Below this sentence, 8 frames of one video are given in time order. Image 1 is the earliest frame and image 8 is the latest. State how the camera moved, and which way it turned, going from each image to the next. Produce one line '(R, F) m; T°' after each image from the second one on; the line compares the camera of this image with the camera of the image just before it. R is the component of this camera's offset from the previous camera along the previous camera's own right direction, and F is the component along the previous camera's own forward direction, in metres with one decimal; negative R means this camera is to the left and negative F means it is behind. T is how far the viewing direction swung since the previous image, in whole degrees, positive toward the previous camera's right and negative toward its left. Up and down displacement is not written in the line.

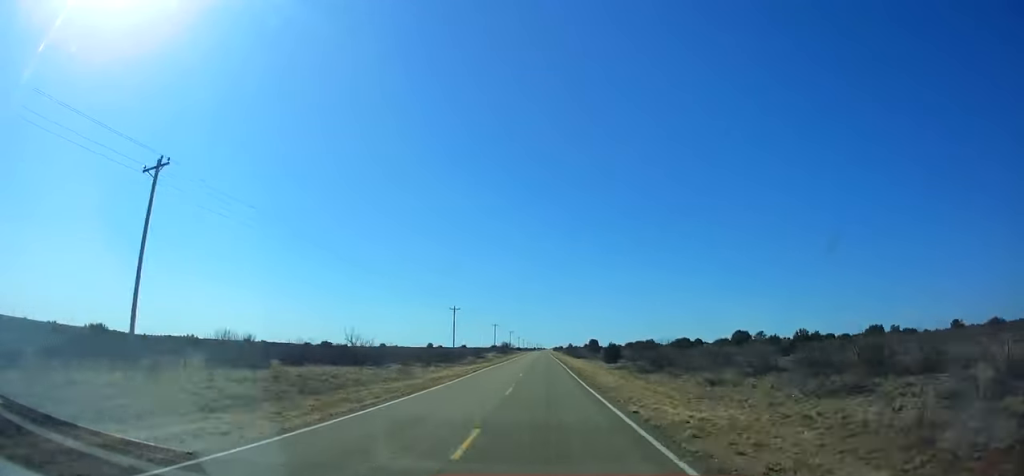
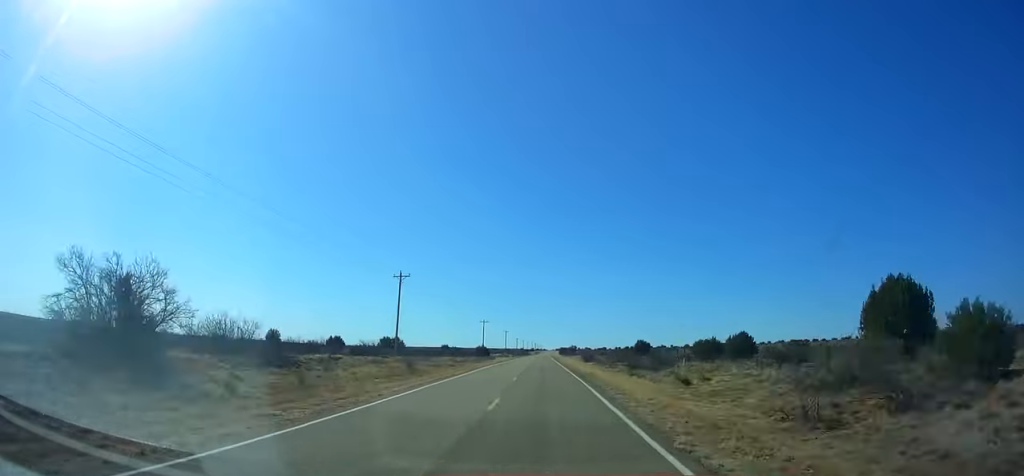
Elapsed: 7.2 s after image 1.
(0.0, +226.8) m; 0°
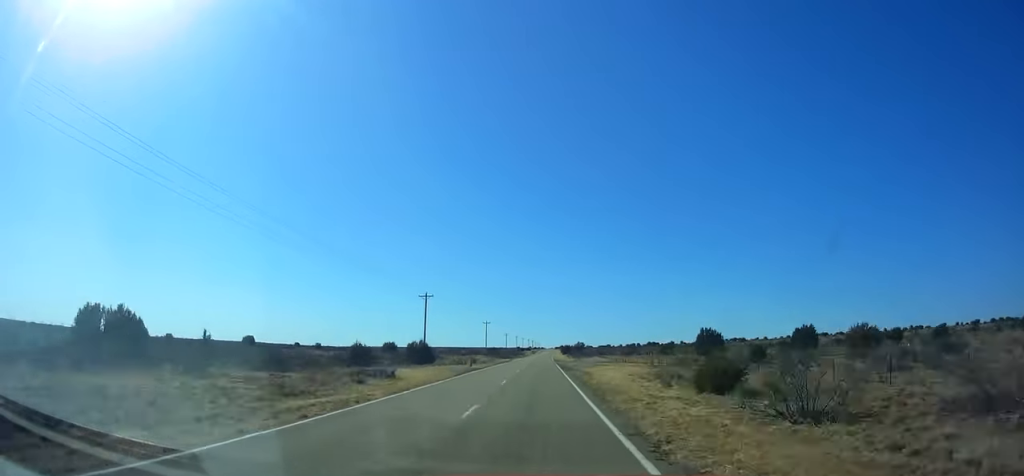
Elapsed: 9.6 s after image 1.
(0.0, +75.3) m; 0°
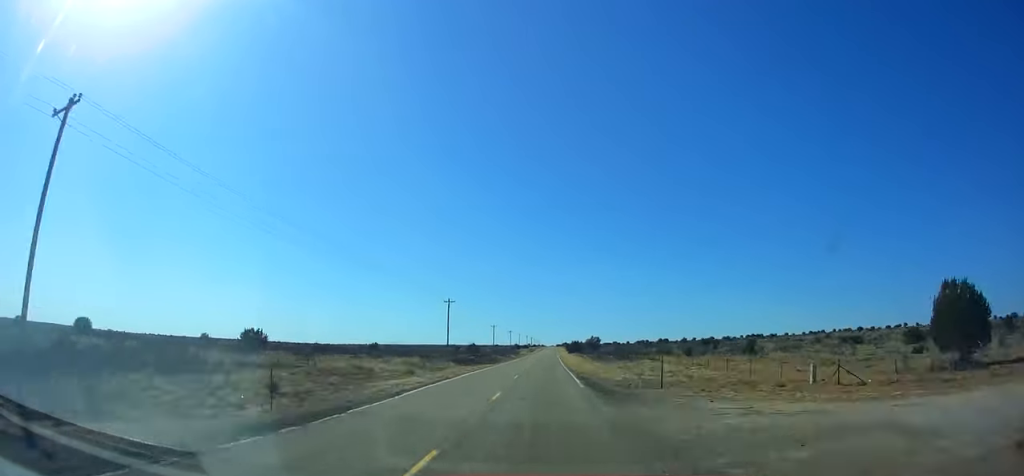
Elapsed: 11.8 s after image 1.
(0.0, +68.9) m; 0°
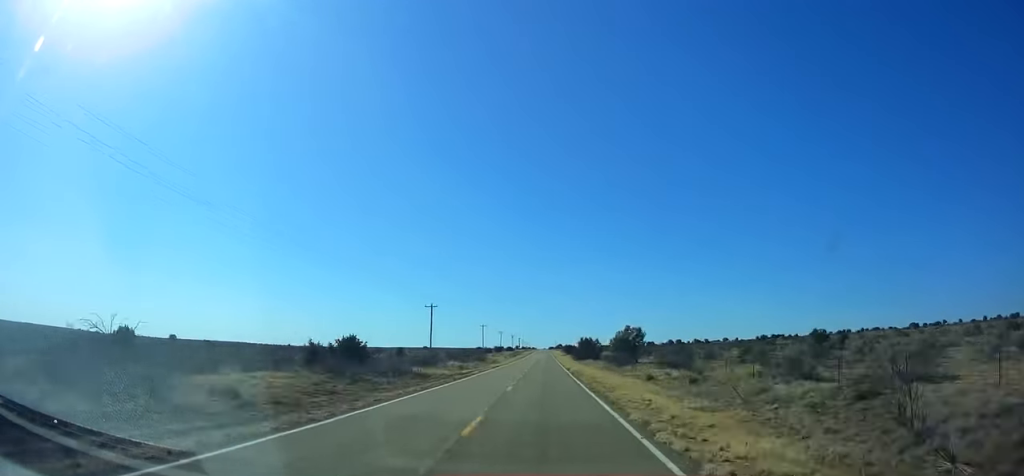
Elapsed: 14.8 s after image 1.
(+0.3, +93.9) m; +1°
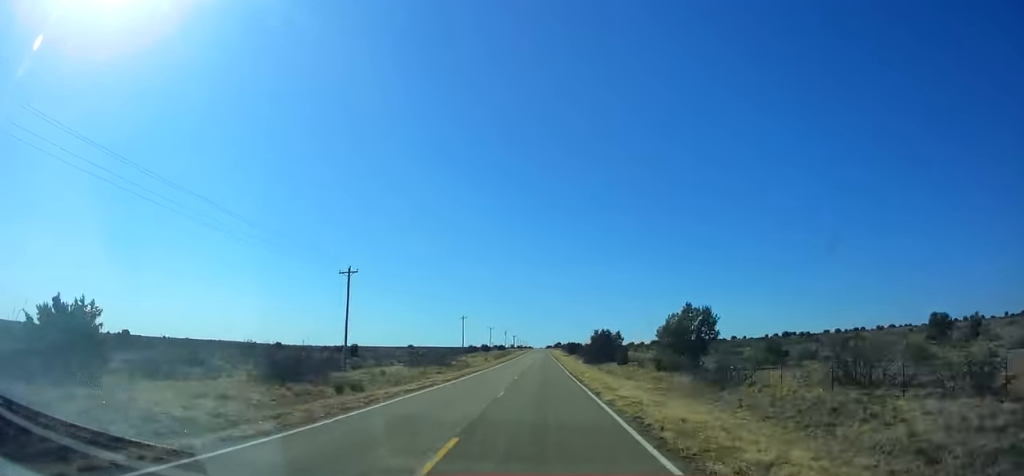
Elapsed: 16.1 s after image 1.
(+0.6, +40.8) m; 0°
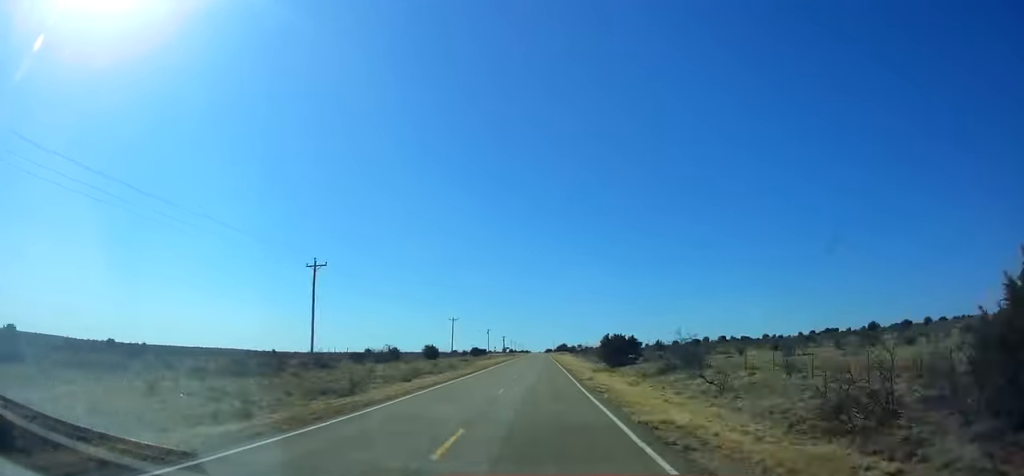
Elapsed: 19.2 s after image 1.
(0.0, +97.0) m; 0°
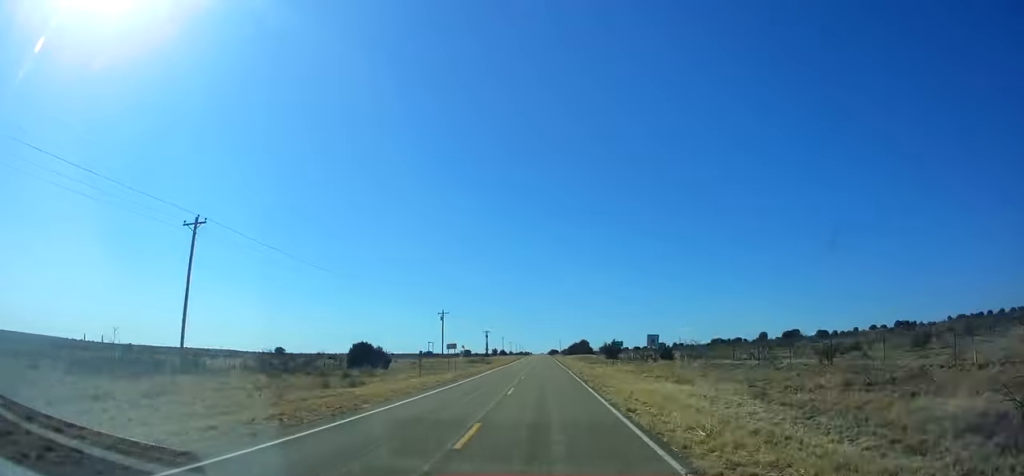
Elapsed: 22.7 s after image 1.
(-0.3, +109.4) m; 0°
